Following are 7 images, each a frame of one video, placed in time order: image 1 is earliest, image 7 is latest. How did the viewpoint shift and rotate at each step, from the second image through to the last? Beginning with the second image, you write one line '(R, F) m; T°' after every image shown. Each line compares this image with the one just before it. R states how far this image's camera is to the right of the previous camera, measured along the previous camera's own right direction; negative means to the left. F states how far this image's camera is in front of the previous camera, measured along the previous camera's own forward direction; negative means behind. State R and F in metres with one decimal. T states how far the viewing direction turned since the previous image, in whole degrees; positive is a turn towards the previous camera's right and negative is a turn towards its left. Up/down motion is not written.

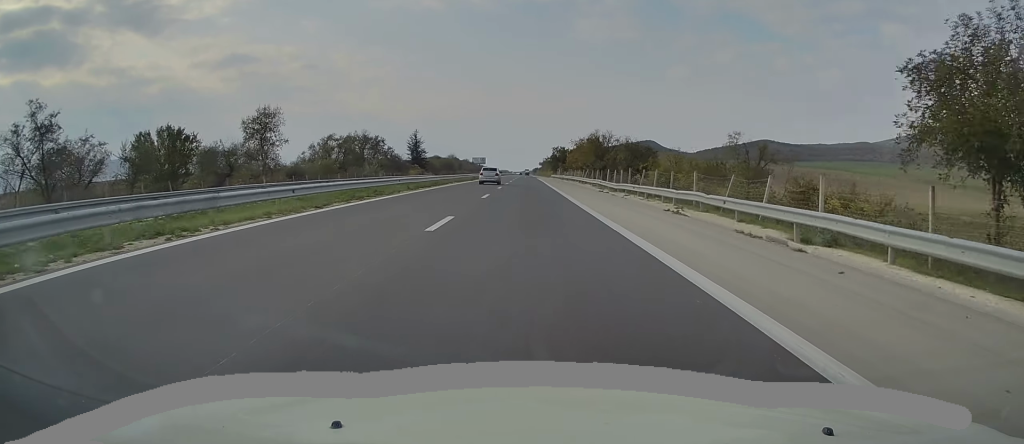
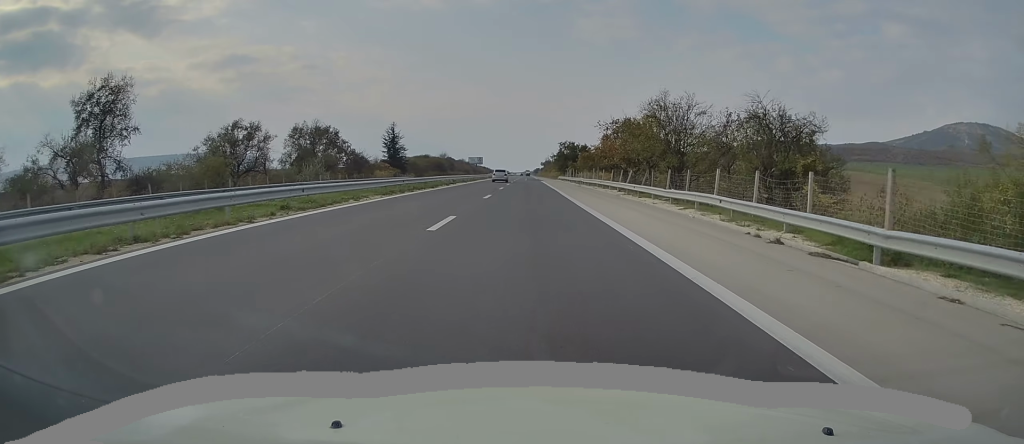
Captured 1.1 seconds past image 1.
(-0.3, +31.2) m; -1°
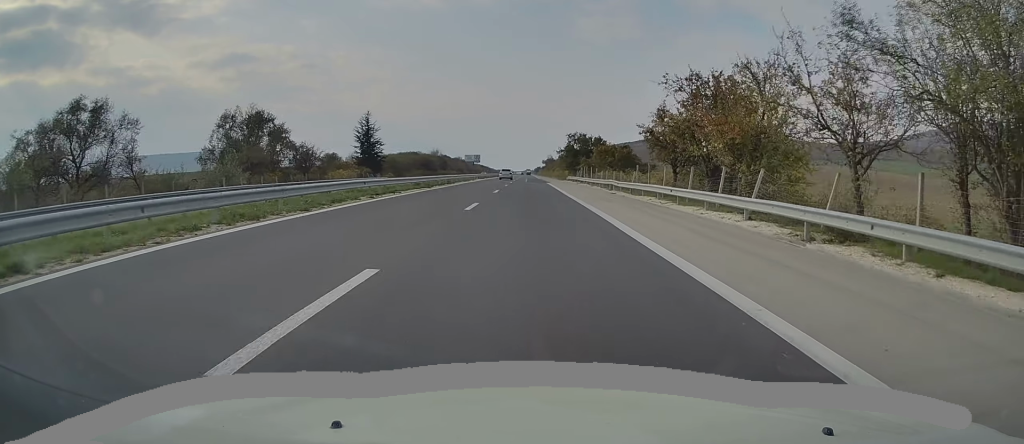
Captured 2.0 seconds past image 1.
(-0.1, +24.8) m; +1°
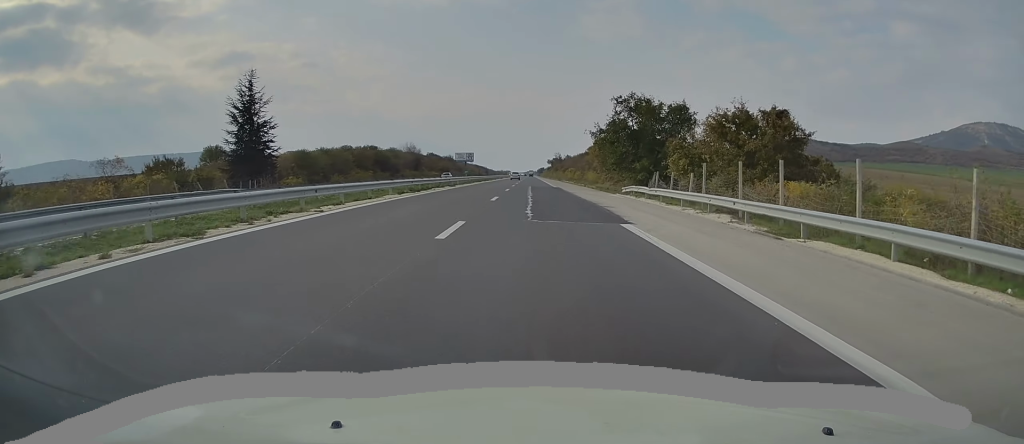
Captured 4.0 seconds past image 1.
(+0.3, +55.1) m; 0°
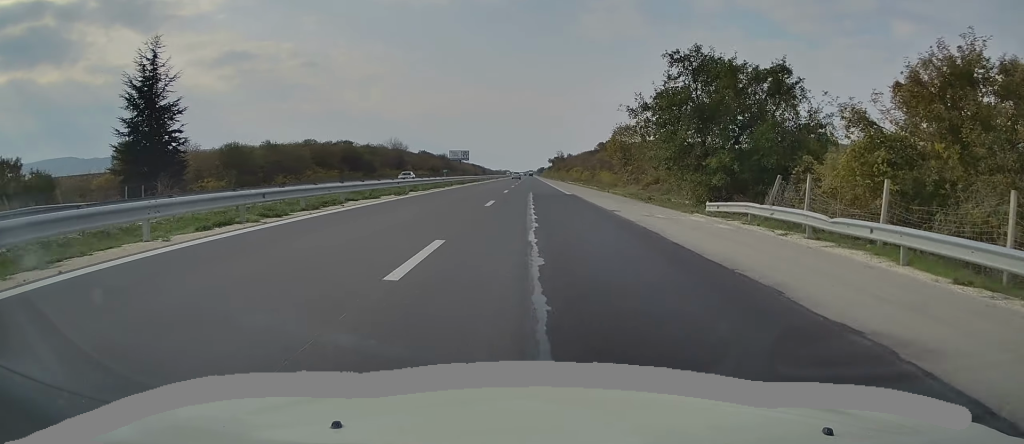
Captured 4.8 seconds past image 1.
(-0.1, +20.1) m; 0°
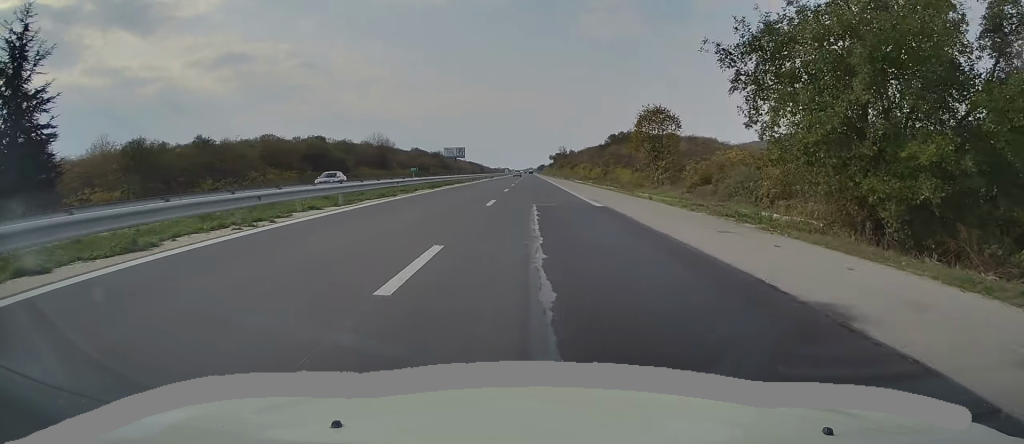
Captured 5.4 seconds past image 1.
(0.0, +16.4) m; 0°
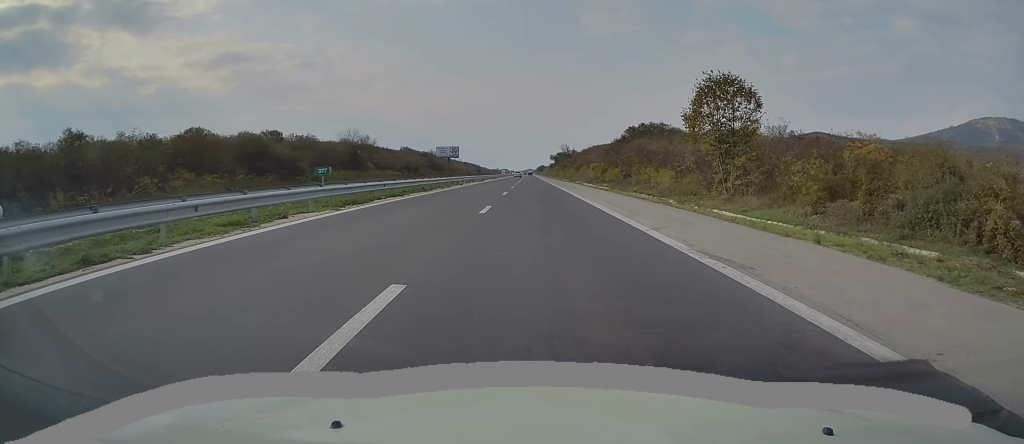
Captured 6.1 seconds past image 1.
(+0.3, +19.1) m; 0°
